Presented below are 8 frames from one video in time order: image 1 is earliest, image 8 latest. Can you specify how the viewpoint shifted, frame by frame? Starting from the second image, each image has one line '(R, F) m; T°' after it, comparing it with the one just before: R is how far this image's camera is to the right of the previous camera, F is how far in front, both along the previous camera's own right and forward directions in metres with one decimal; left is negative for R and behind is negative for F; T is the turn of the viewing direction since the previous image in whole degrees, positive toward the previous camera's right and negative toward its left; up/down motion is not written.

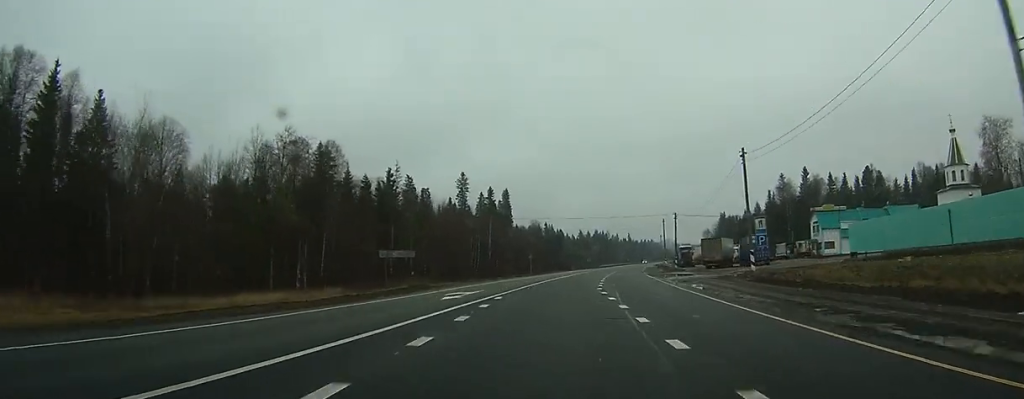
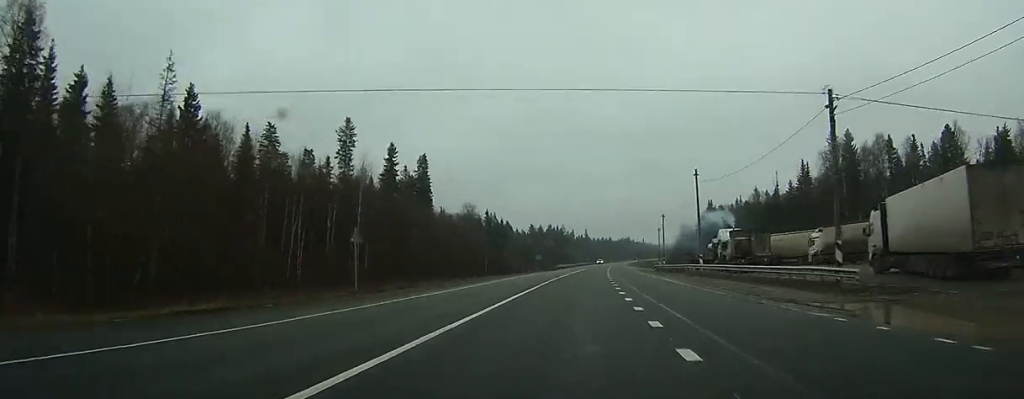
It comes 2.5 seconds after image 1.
(+1.5, +60.6) m; +3°
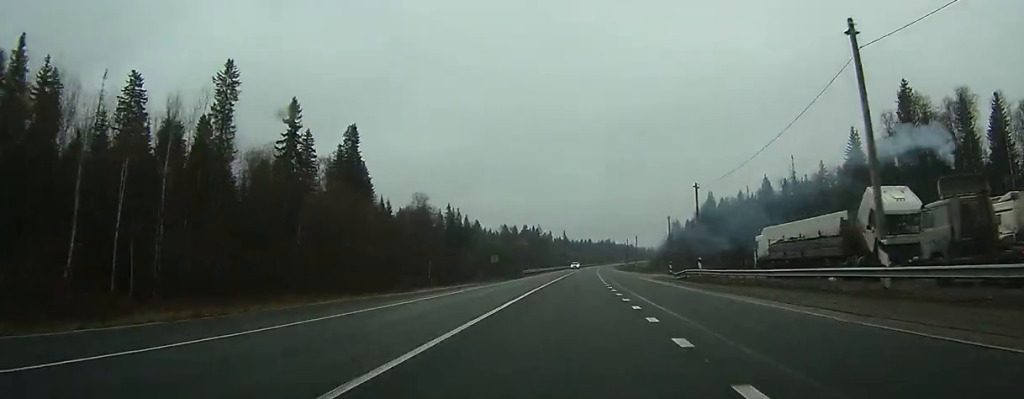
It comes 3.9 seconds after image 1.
(+0.6, +34.2) m; +2°
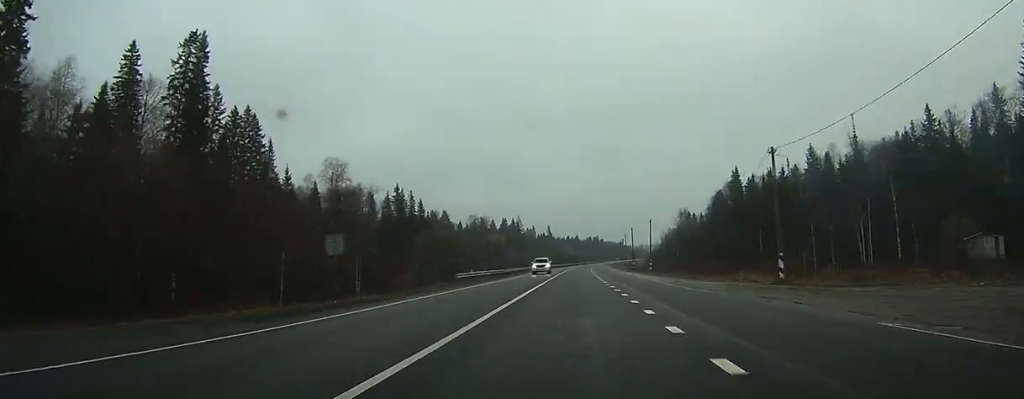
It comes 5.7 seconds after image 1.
(+1.0, +45.0) m; +2°
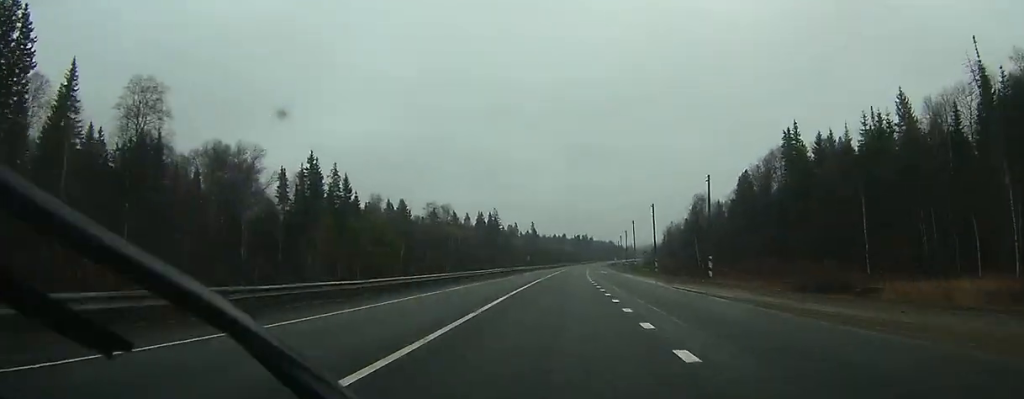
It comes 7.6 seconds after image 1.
(+0.5, +44.5) m; +1°
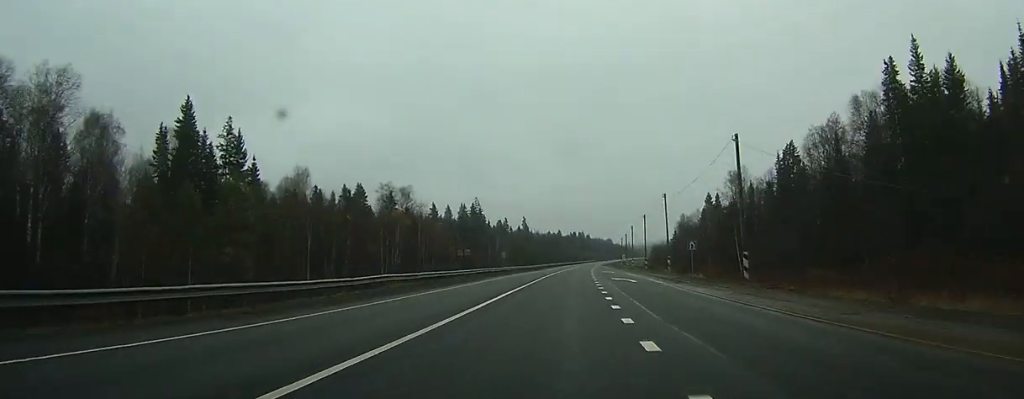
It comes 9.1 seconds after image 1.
(+0.2, +37.0) m; 0°
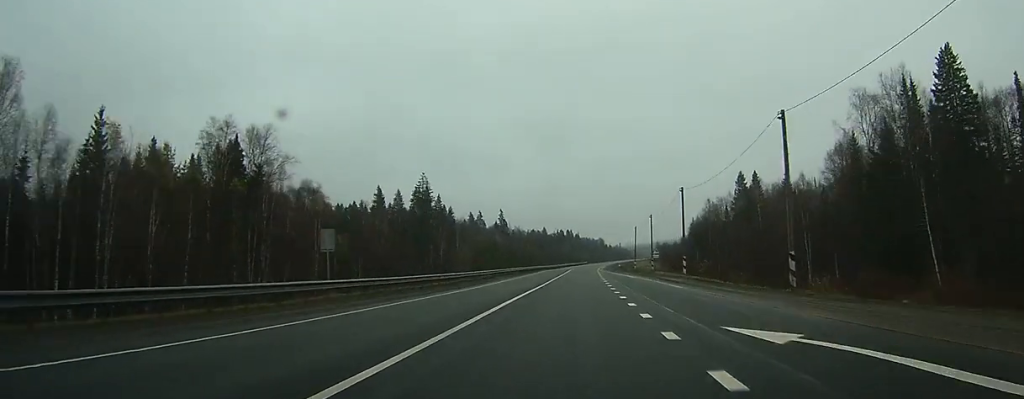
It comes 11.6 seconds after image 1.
(+0.3, +63.7) m; +1°
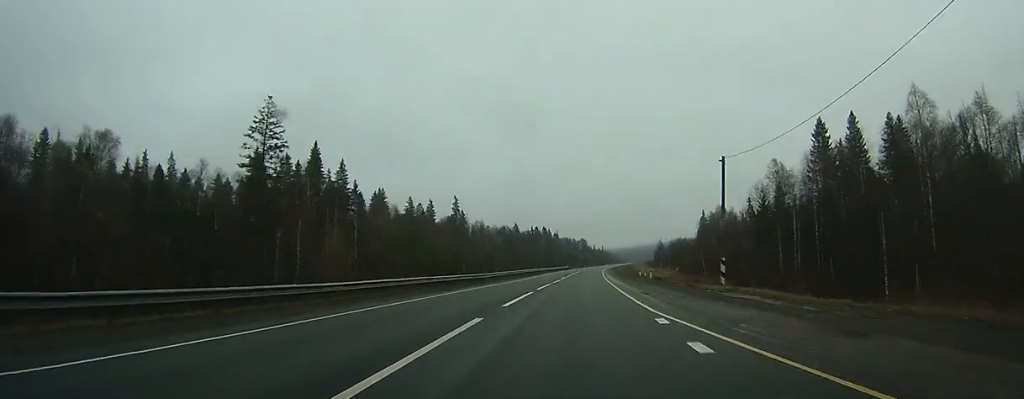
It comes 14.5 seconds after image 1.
(+1.1, +76.6) m; +2°
